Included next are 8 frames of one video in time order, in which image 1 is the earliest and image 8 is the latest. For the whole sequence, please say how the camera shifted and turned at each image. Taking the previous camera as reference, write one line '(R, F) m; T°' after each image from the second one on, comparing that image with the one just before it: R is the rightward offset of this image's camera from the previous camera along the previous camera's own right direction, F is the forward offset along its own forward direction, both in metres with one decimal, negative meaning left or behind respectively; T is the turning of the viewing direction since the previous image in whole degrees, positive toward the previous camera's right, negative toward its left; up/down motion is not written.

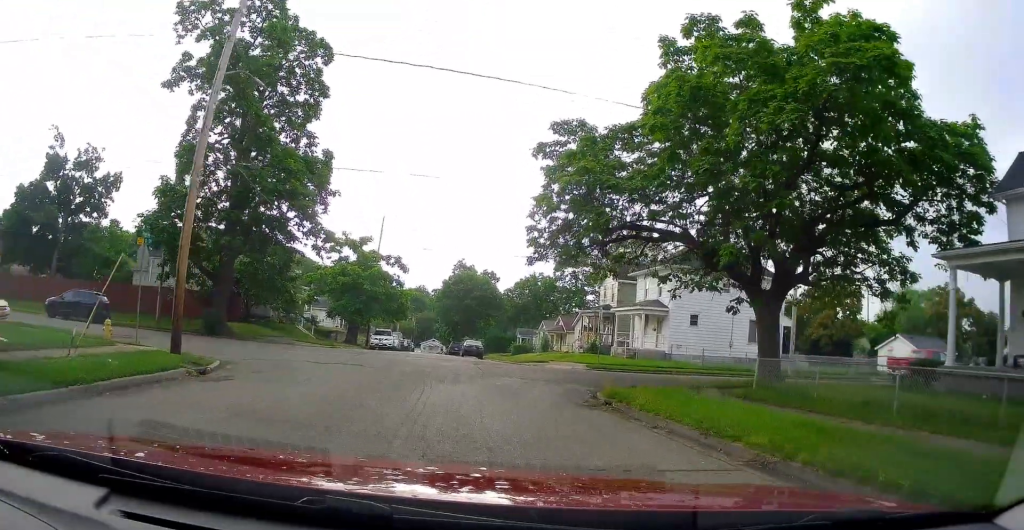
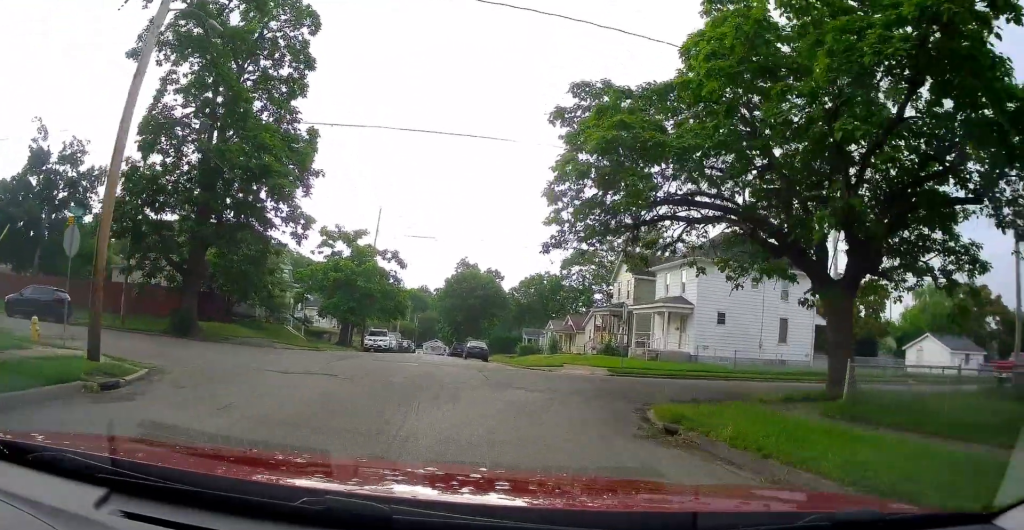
(-0.1, +2.8) m; +1°
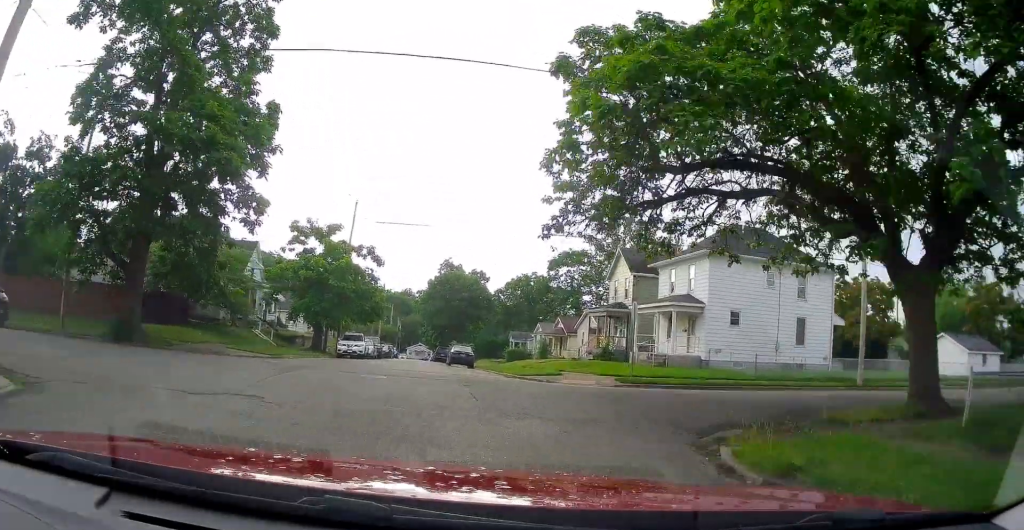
(0.0, +2.8) m; +3°
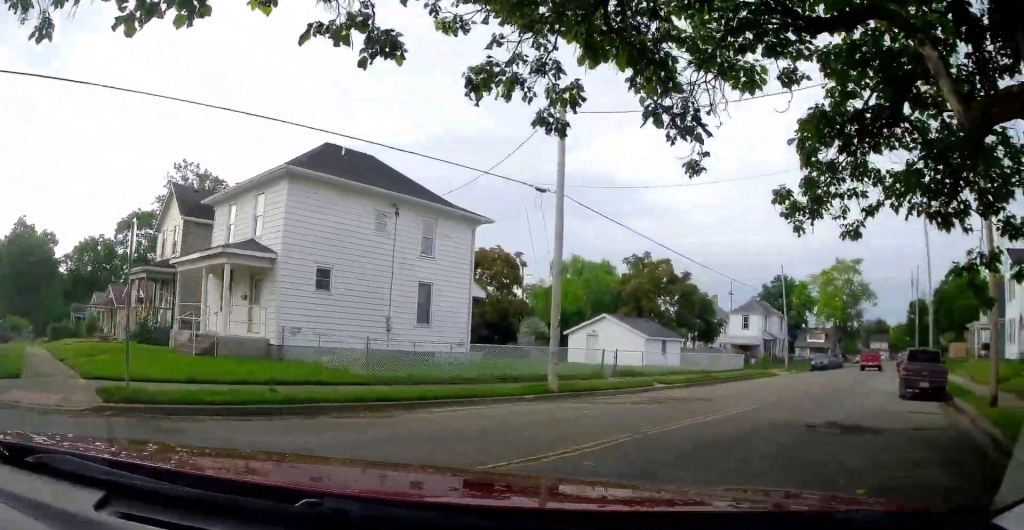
(+2.4, +8.5) m; +36°
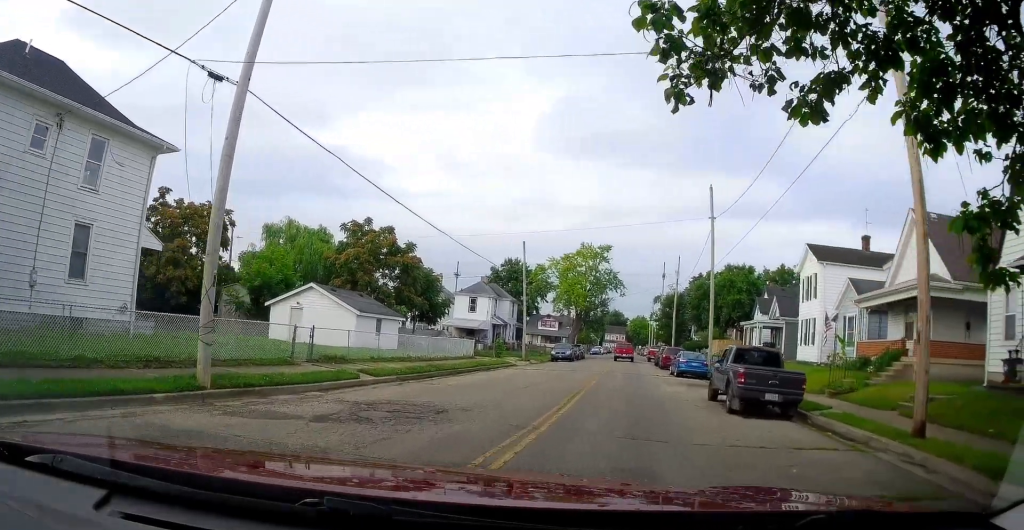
(+1.1, +6.0) m; +16°
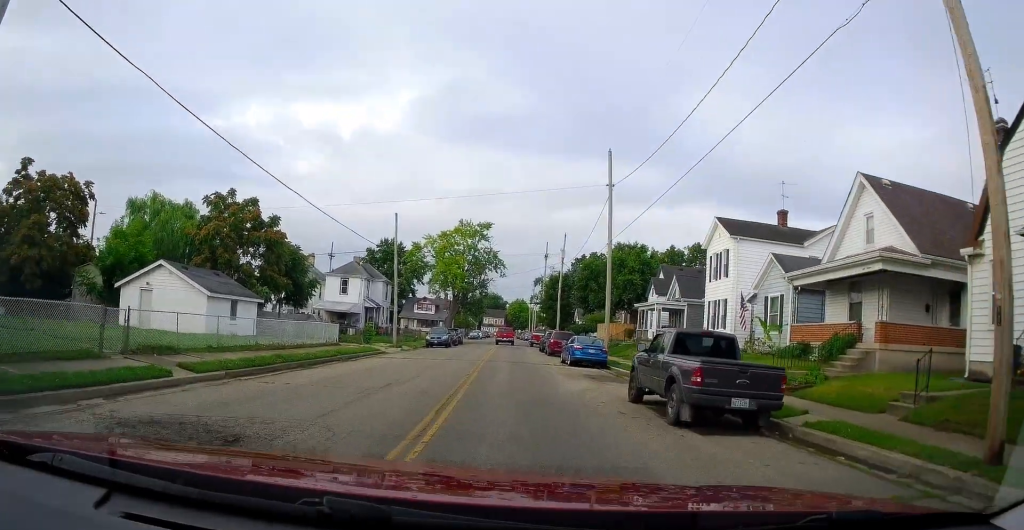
(+0.3, +4.0) m; +5°
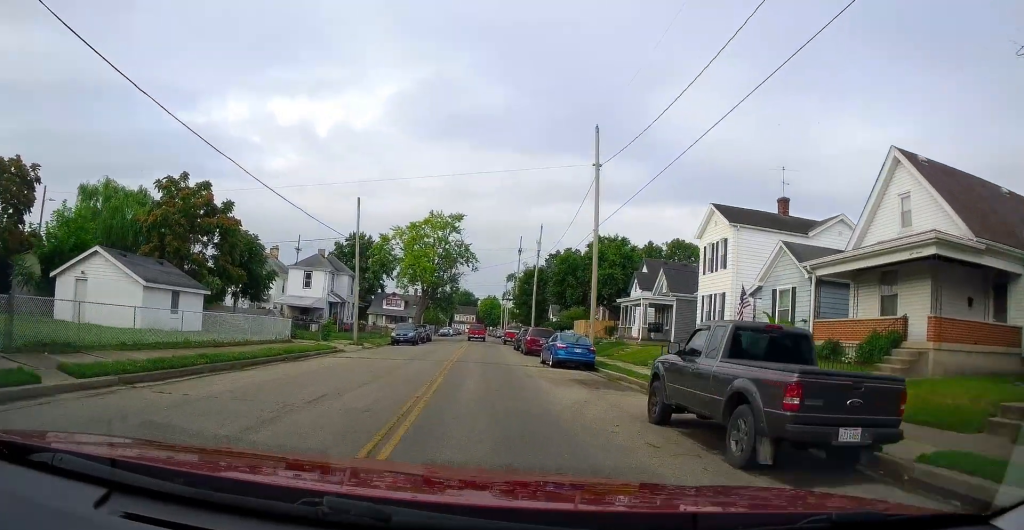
(+0.2, +3.2) m; +2°
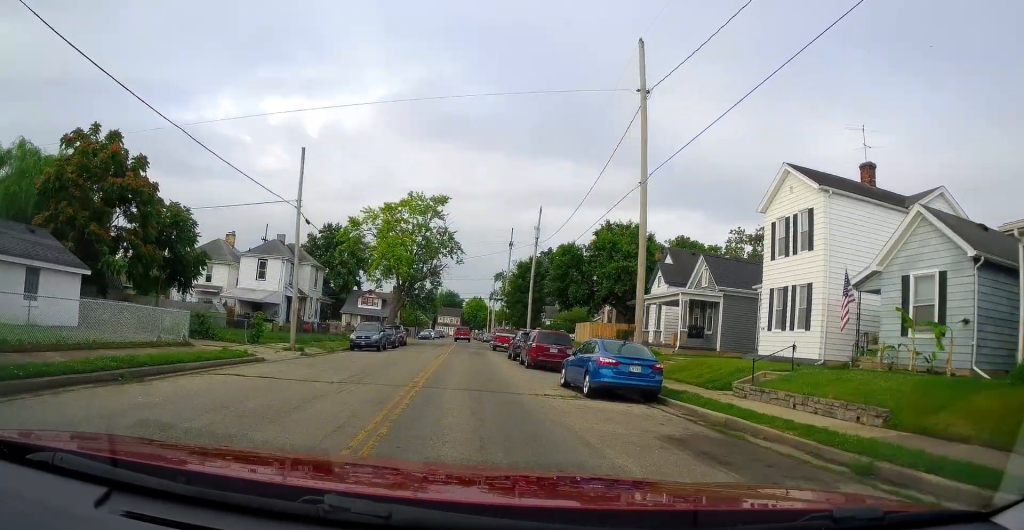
(-0.2, +7.3) m; -6°
